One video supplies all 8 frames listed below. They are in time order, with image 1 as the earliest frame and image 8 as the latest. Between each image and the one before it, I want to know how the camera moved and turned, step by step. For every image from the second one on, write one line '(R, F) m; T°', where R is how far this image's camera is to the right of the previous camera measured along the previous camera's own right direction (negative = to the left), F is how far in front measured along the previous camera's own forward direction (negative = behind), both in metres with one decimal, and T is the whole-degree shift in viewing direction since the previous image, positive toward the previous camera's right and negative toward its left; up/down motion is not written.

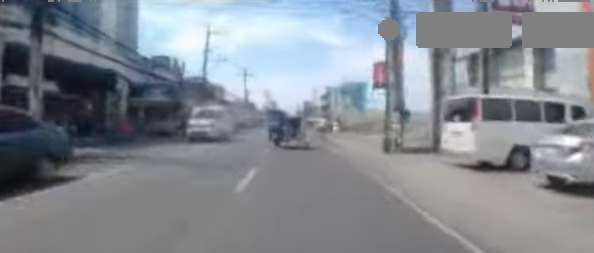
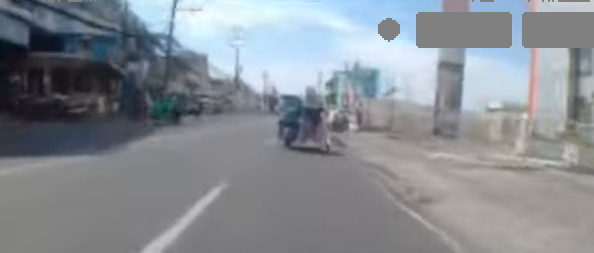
(+0.4, +12.3) m; 0°
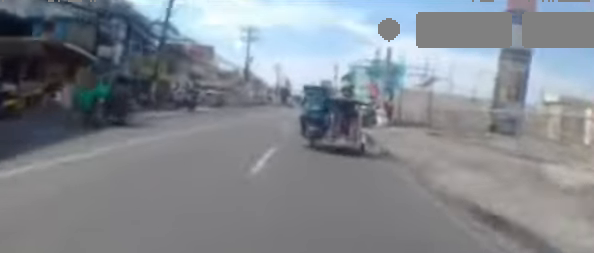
(-0.1, +5.4) m; -3°
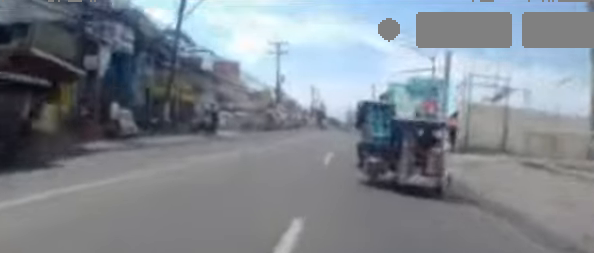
(-0.2, +4.5) m; -4°
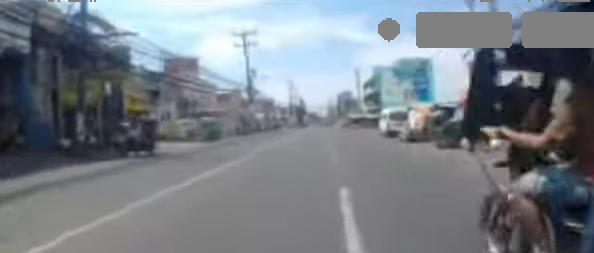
(-0.5, +7.4) m; 0°
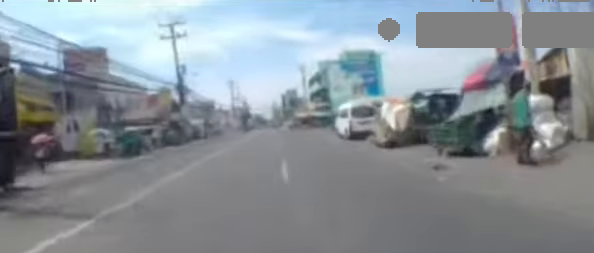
(+0.4, +5.1) m; +8°
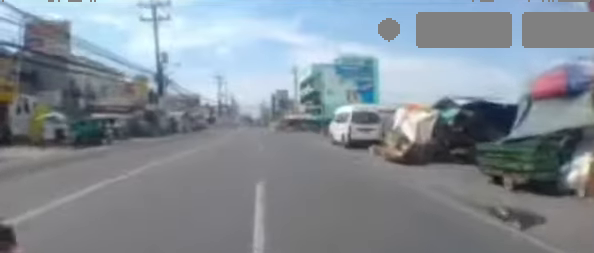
(+0.2, +3.5) m; +4°
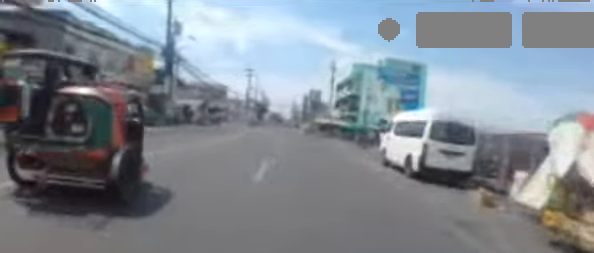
(+0.4, +6.5) m; +4°
